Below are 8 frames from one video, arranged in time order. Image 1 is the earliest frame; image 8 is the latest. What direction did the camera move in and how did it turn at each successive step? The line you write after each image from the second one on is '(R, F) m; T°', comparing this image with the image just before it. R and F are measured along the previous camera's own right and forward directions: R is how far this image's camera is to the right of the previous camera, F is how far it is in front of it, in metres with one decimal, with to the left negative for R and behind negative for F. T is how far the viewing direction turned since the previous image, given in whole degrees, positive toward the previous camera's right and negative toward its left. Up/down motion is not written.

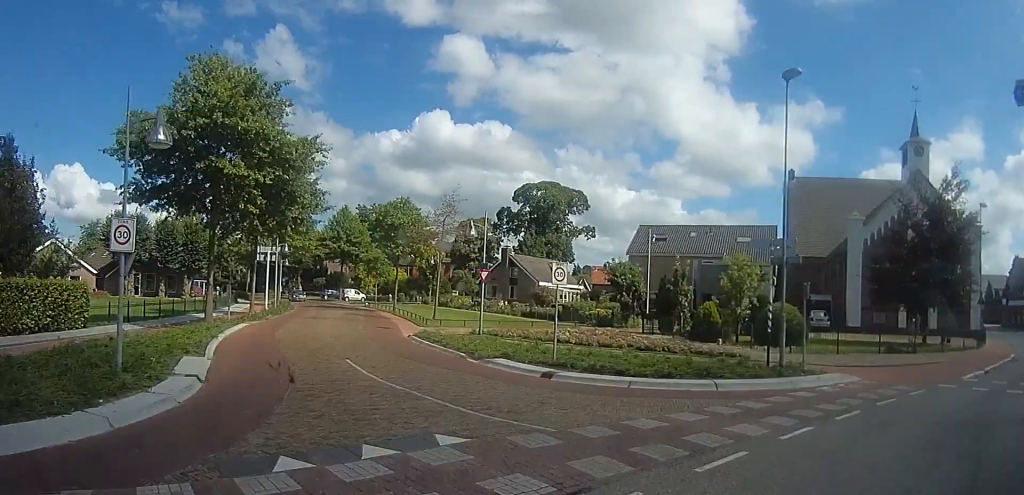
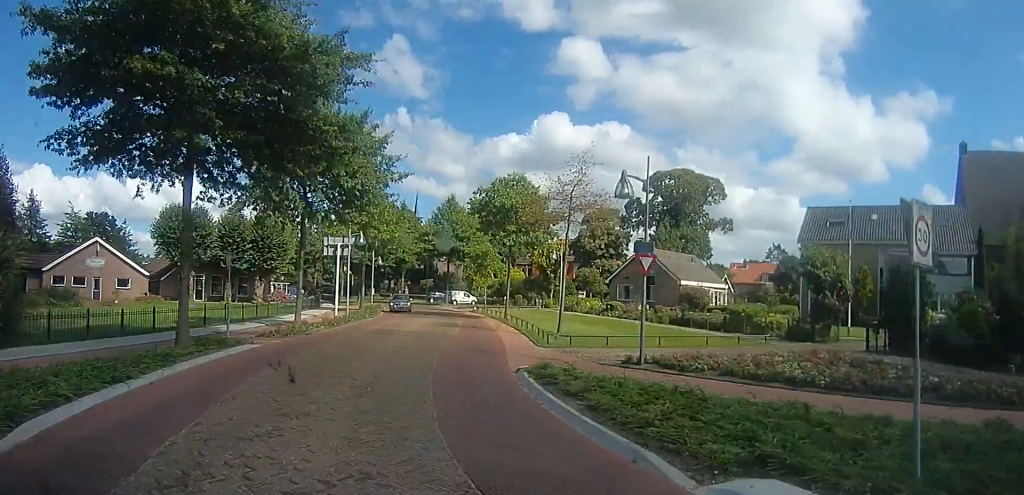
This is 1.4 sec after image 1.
(-0.4, +10.1) m; -8°
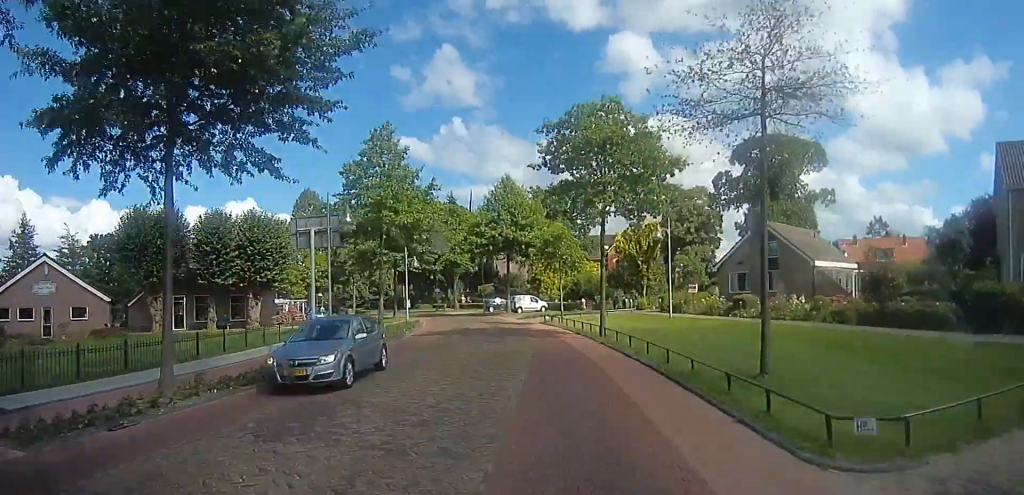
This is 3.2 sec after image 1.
(-1.5, +13.3) m; -6°
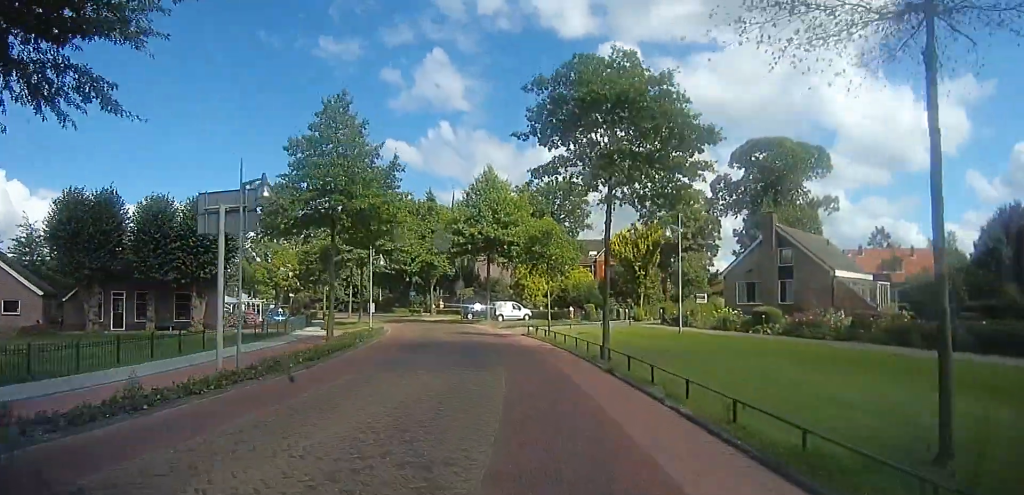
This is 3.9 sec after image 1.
(-0.1, +5.0) m; +3°
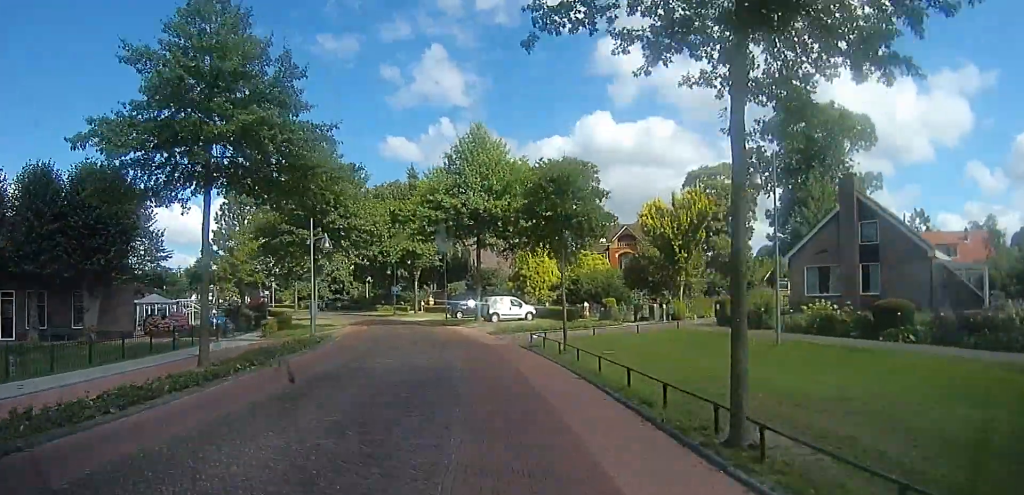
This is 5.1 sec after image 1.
(+0.1, +10.0) m; -9°
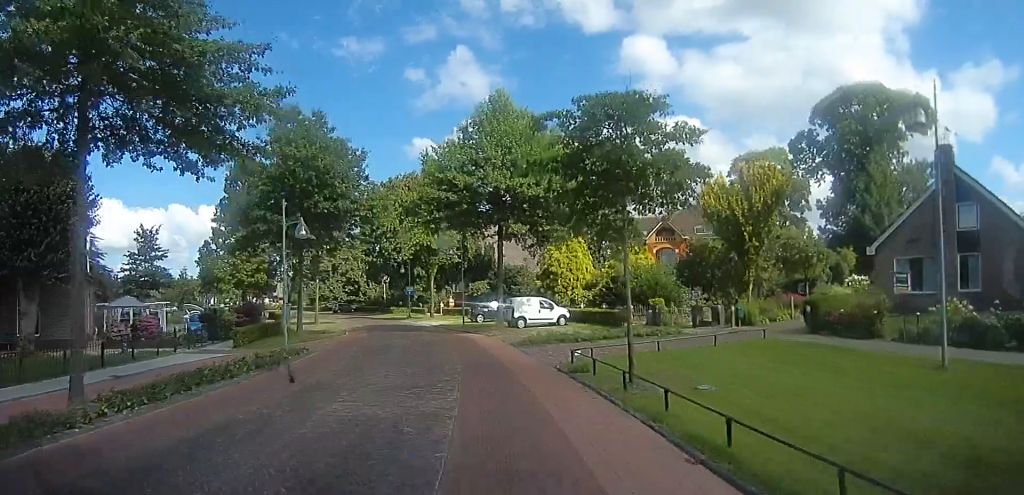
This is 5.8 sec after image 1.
(-0.8, +6.0) m; -7°
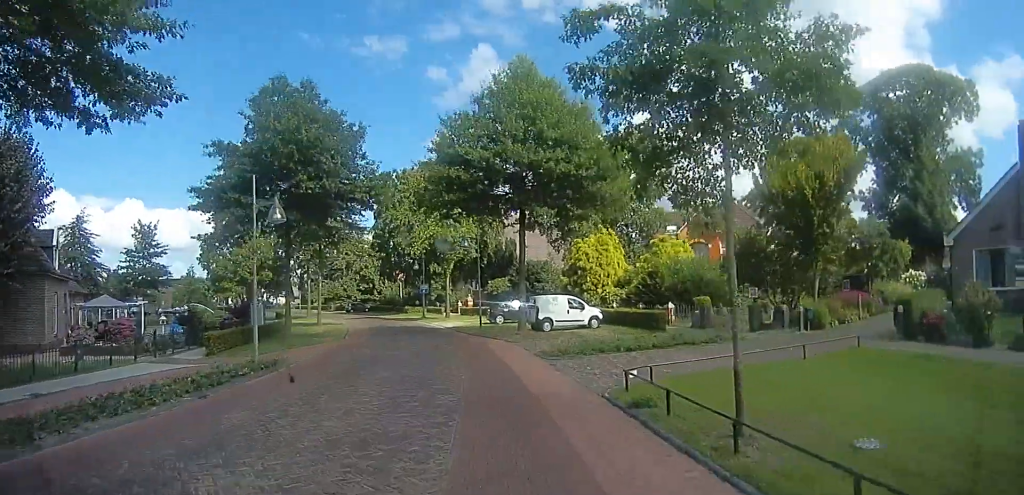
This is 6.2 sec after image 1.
(0.0, +4.1) m; 0°
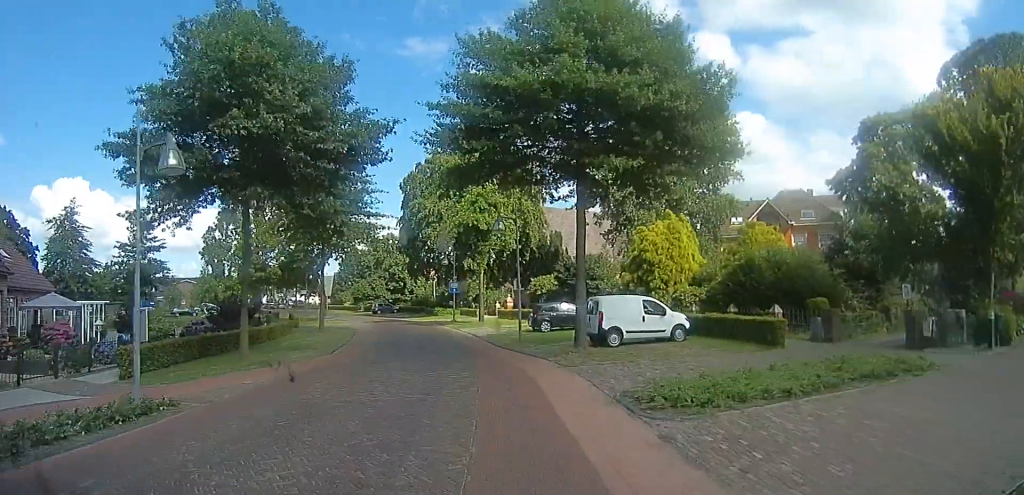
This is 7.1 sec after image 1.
(0.0, +7.4) m; 0°
